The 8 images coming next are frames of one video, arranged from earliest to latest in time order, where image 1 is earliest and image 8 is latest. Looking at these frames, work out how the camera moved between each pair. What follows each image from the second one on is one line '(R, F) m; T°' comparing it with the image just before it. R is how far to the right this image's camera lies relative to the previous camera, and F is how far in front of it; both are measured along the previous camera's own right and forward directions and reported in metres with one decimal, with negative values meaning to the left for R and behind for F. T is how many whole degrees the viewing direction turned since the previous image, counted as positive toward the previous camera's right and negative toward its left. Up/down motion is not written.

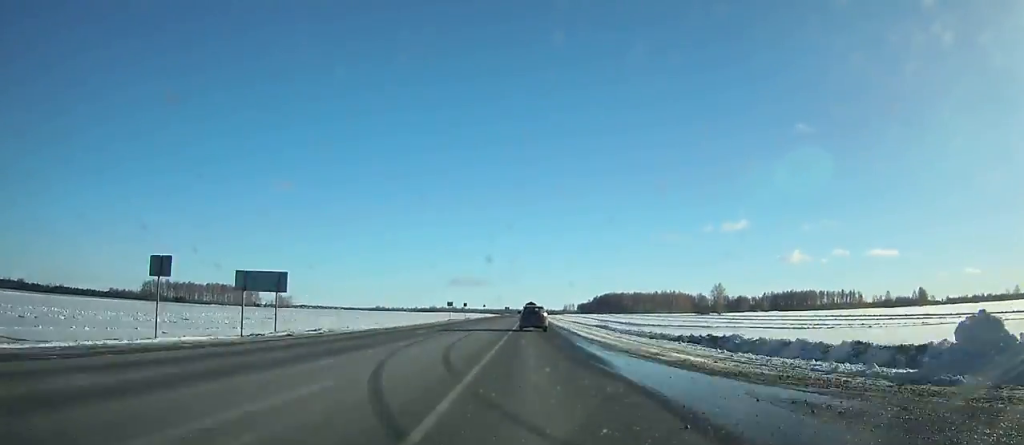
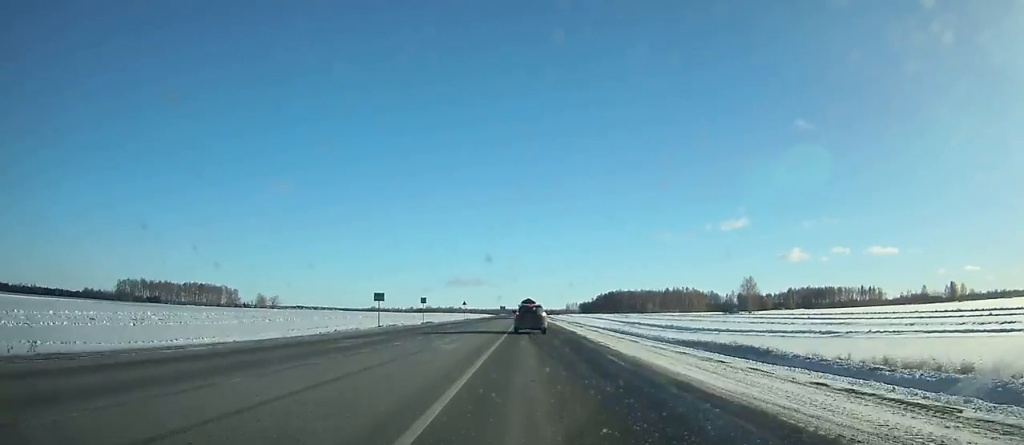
(0.0, +42.2) m; 0°
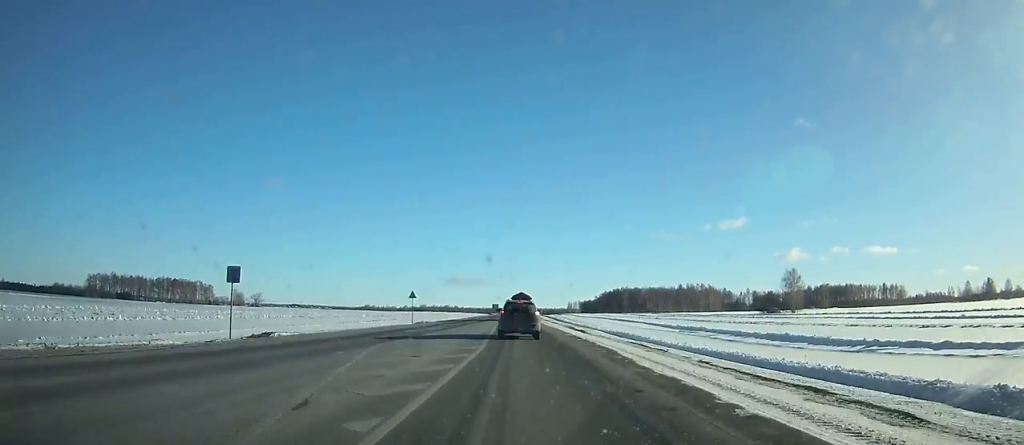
(0.0, +41.6) m; 0°
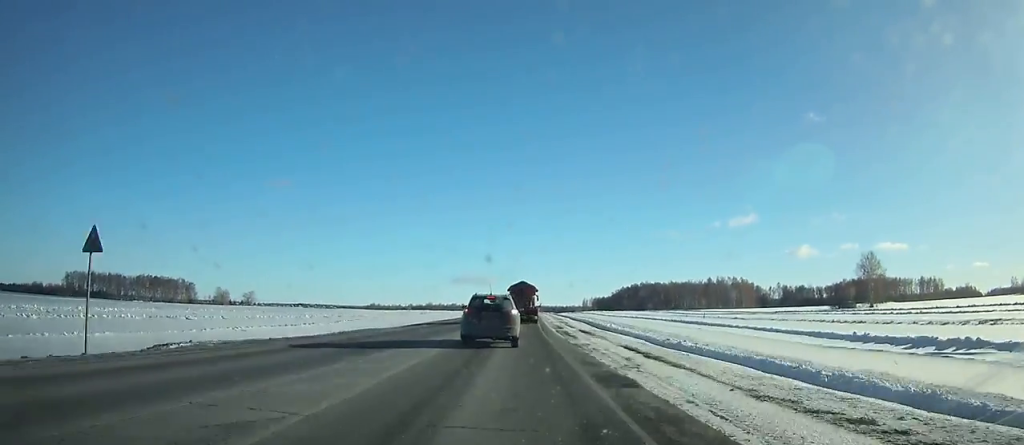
(-0.1, +44.0) m; -1°
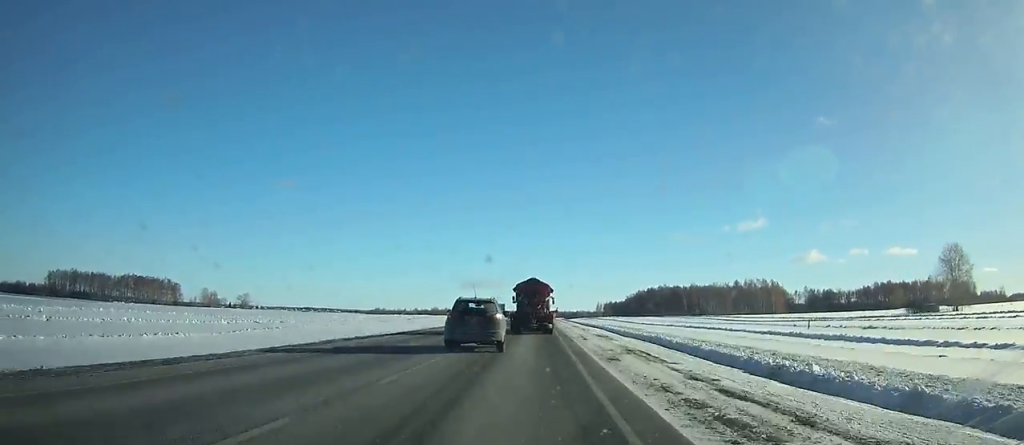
(0.0, +37.6) m; -1°
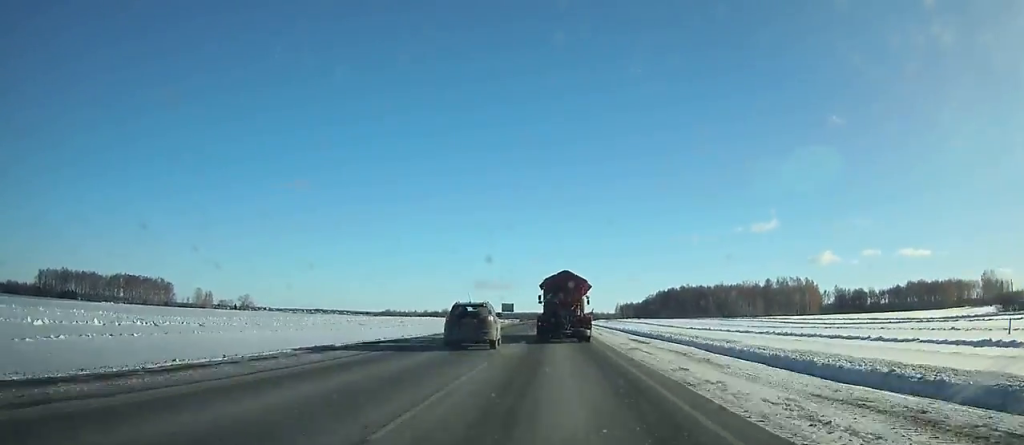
(-0.4, +29.7) m; 0°
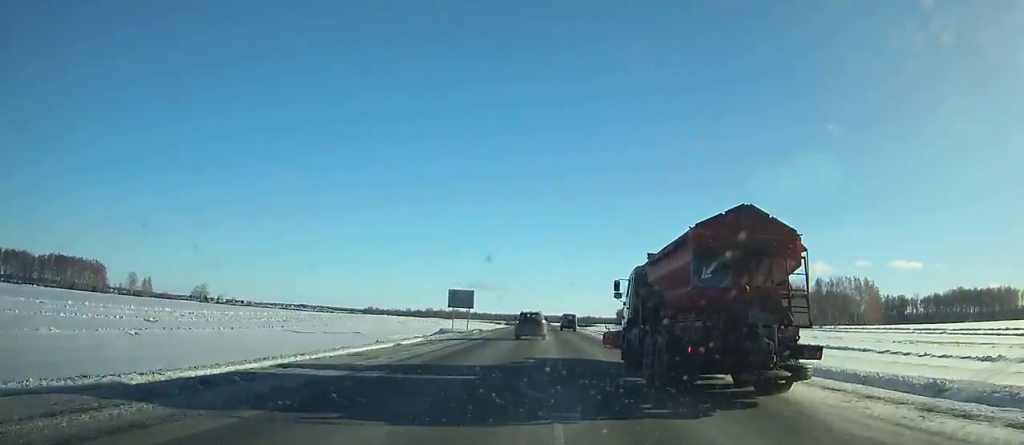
(-0.4, +73.6) m; 0°
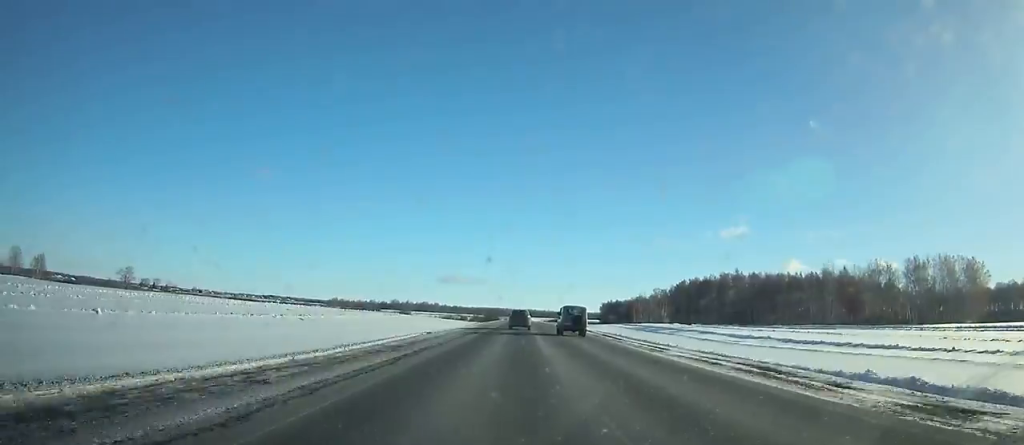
(+0.7, +78.6) m; +1°
